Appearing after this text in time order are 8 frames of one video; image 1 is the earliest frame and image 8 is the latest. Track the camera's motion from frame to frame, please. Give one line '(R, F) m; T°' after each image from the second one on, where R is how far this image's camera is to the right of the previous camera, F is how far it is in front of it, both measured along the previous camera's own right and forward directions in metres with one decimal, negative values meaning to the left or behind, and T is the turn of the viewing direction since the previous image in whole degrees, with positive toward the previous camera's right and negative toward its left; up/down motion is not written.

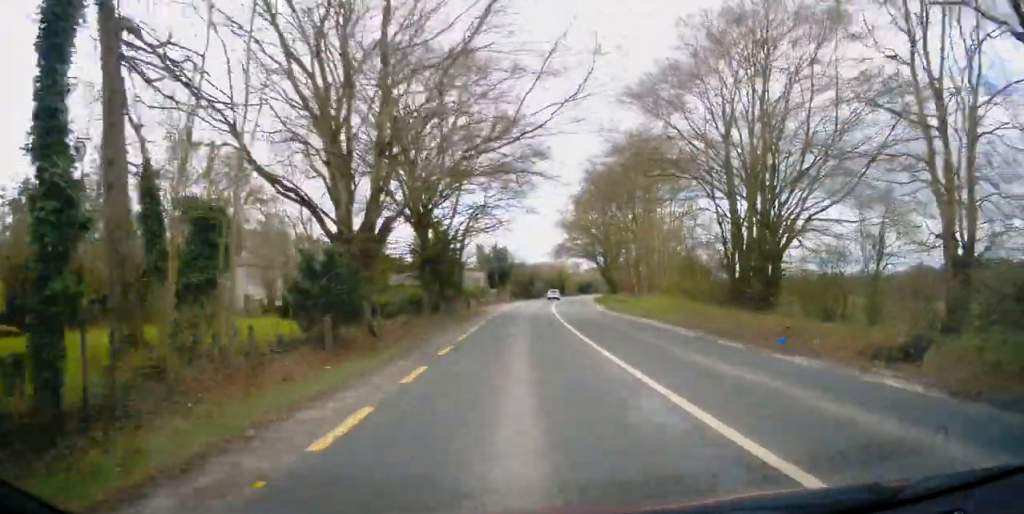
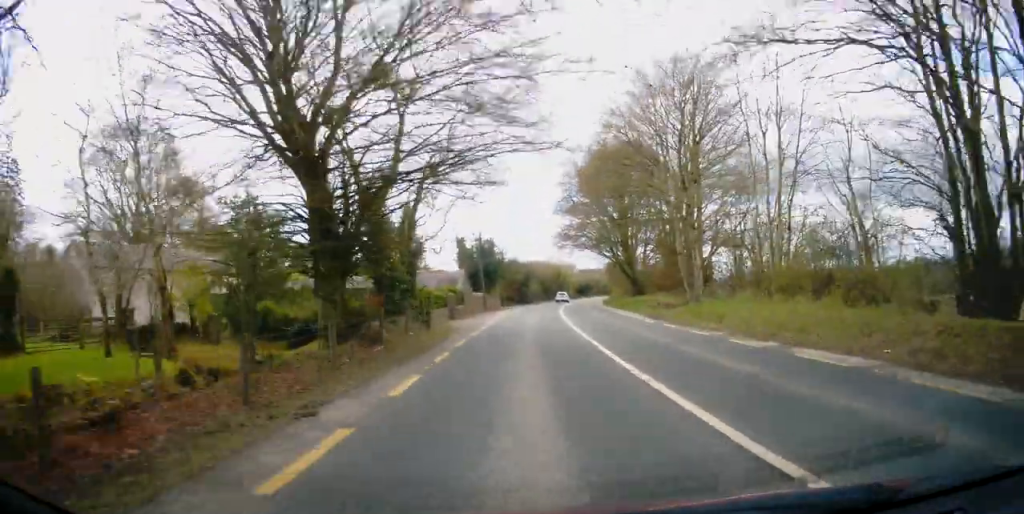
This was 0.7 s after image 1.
(-1.1, +17.1) m; -3°
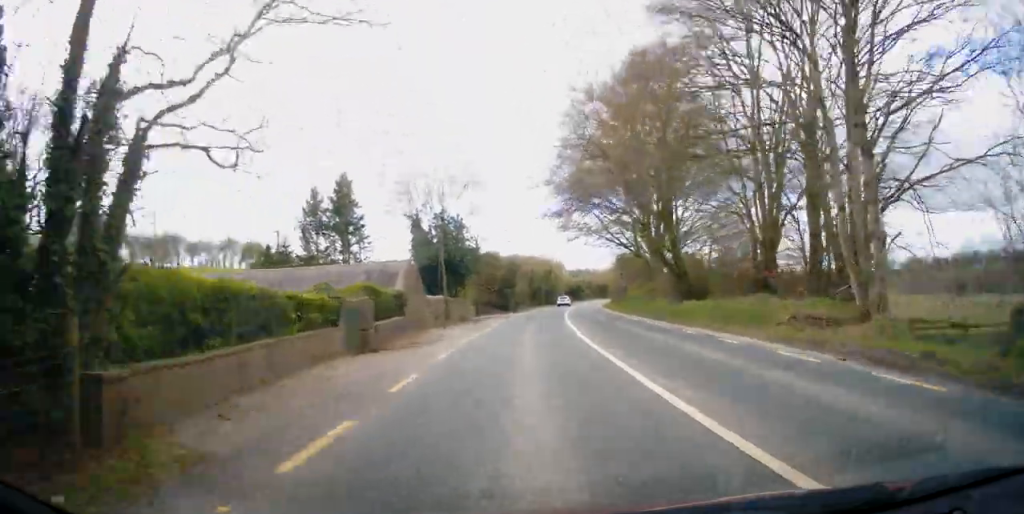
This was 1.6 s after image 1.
(-0.7, +19.5) m; -1°
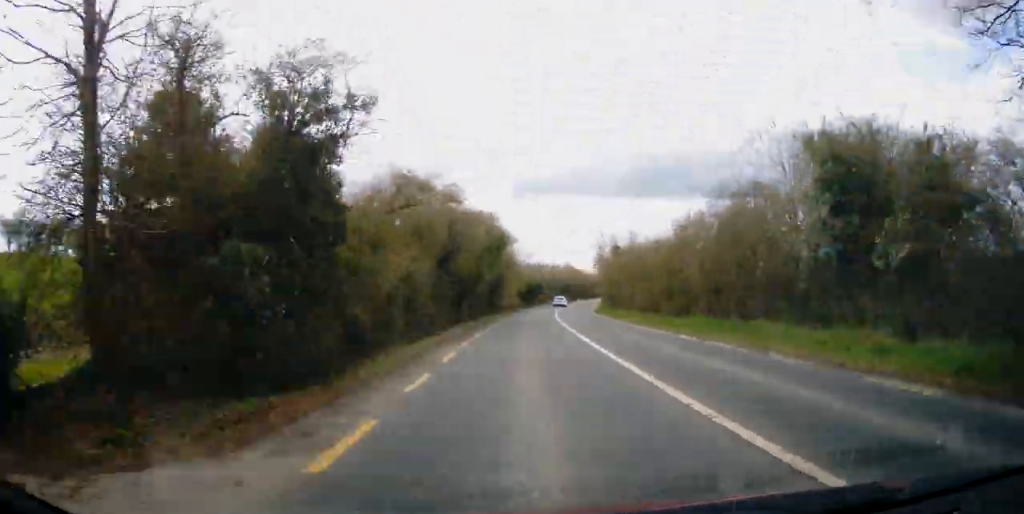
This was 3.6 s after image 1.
(+1.4, +47.7) m; +4°
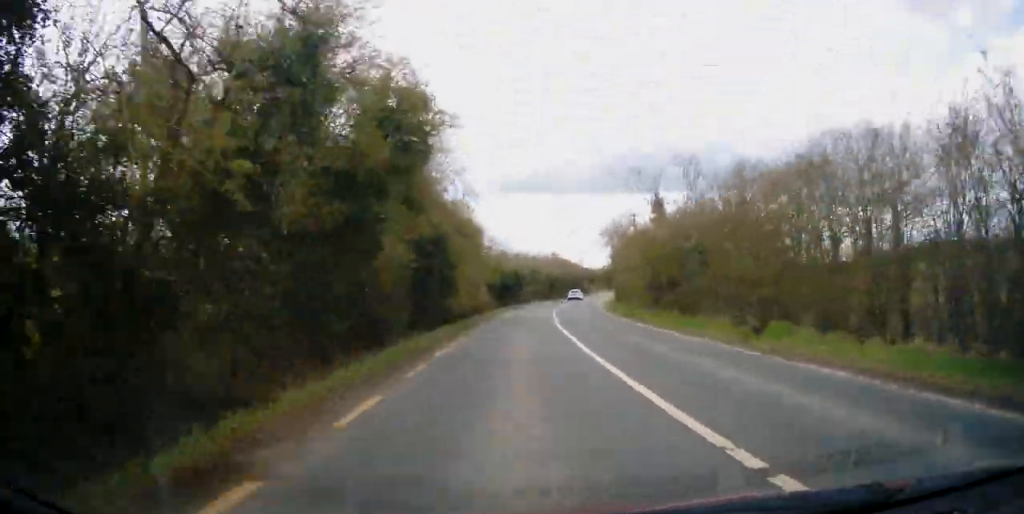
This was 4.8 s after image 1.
(+0.9, +26.1) m; +4°
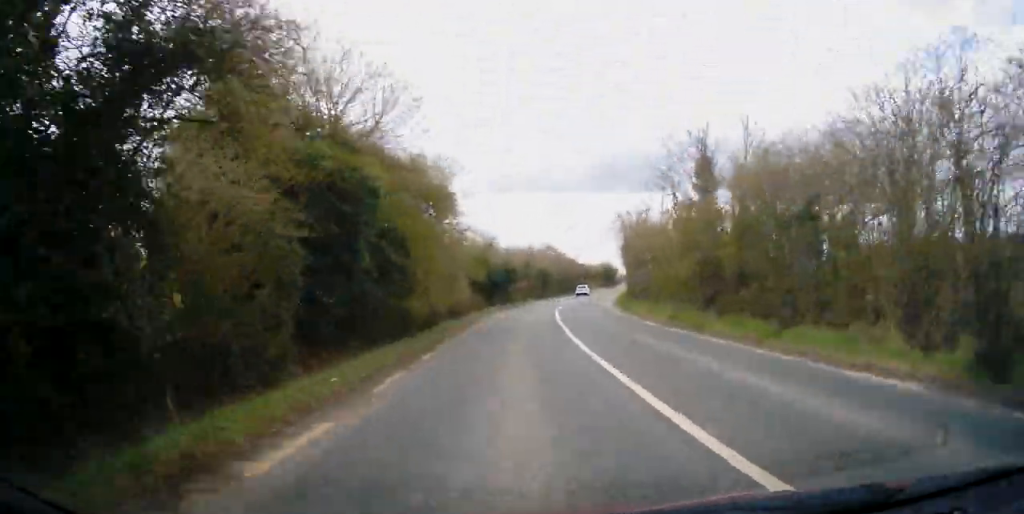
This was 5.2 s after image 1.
(+0.1, +10.0) m; +1°
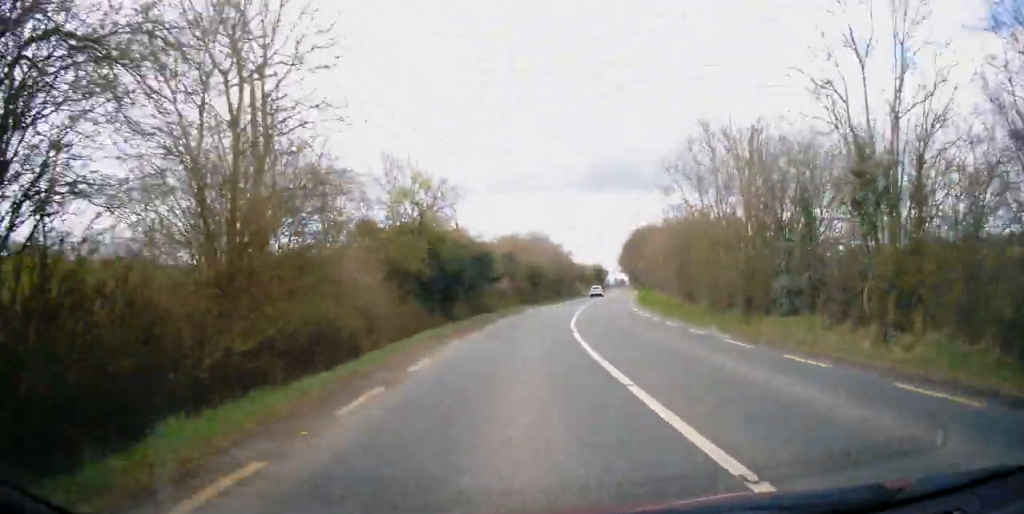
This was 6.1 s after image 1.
(+0.2, +21.6) m; +3°
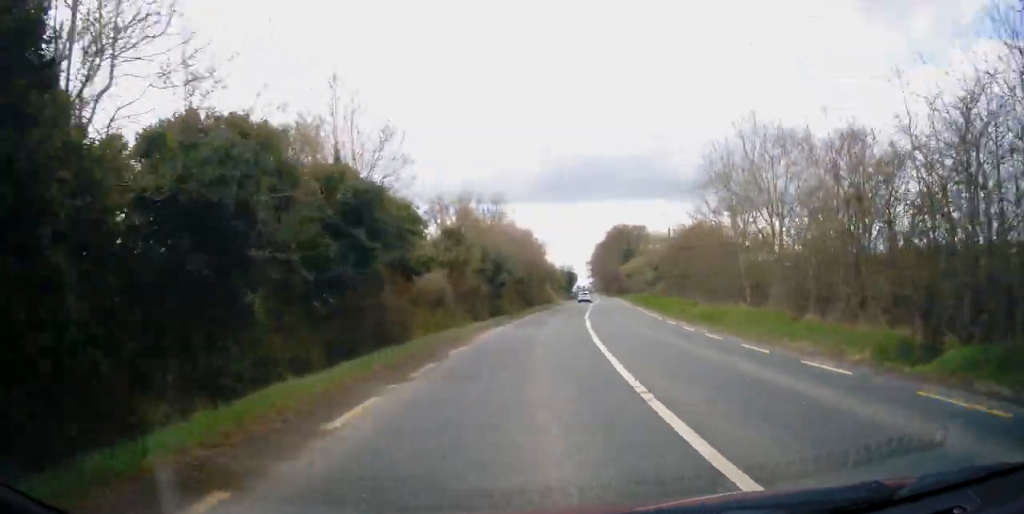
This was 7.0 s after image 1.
(+0.7, +20.9) m; +2°
